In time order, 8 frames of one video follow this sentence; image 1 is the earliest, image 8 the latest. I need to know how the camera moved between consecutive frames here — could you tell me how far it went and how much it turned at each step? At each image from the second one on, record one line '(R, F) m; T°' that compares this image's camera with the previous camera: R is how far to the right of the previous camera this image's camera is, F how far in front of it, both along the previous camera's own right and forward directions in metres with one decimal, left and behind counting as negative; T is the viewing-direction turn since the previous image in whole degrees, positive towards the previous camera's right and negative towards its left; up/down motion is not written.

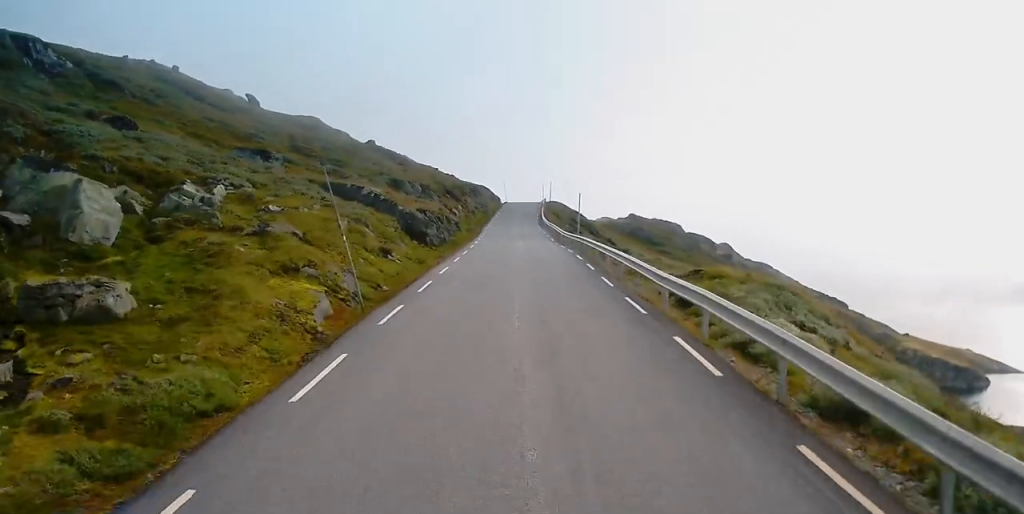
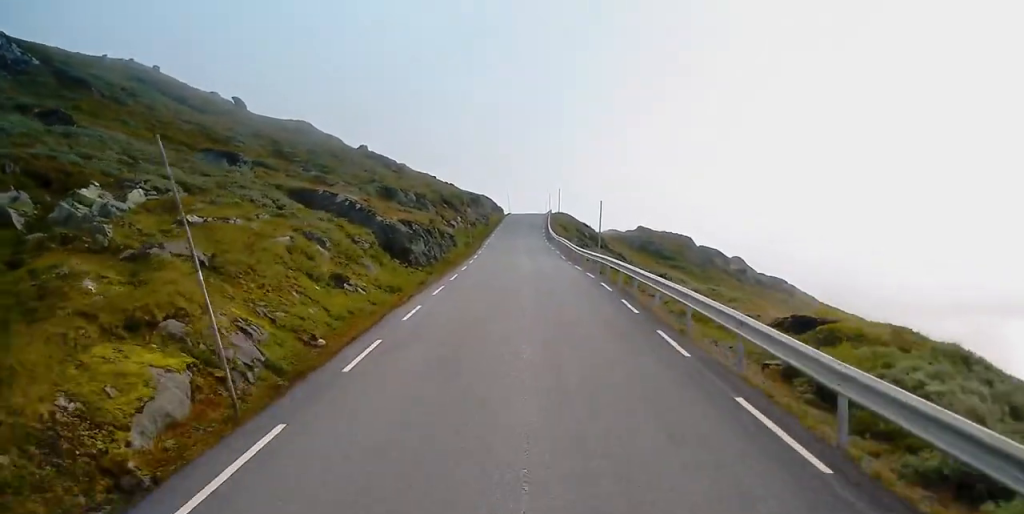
(-0.8, +9.5) m; 0°
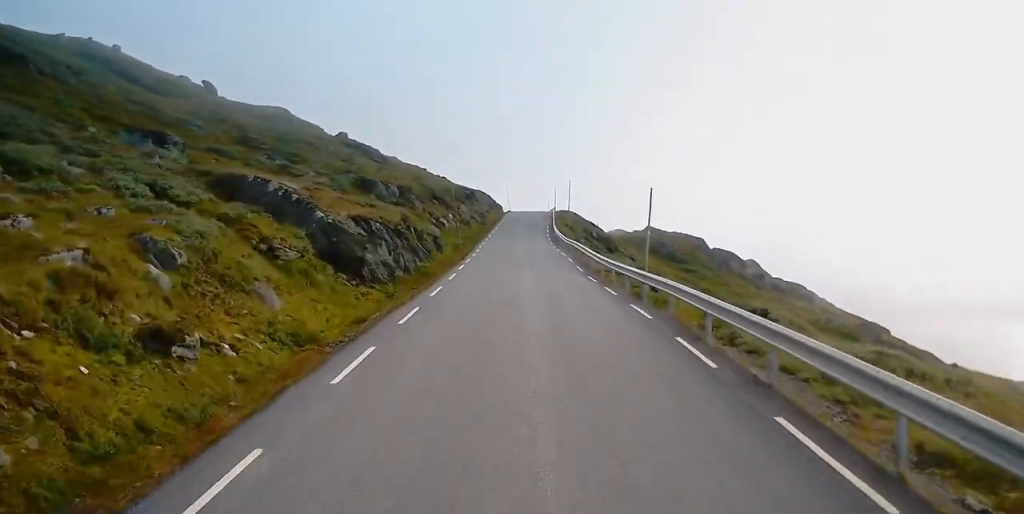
(+0.6, +12.8) m; +2°
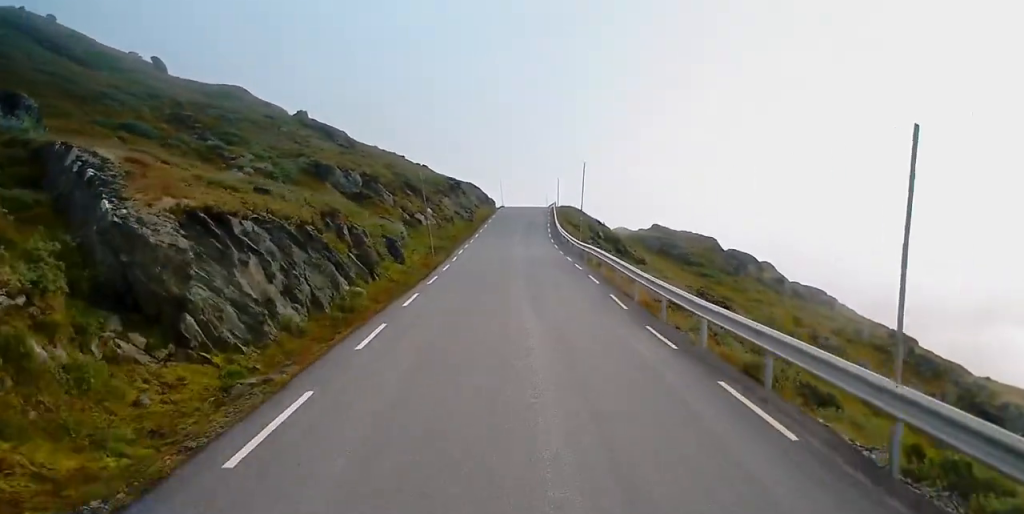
(-0.2, +15.7) m; -2°
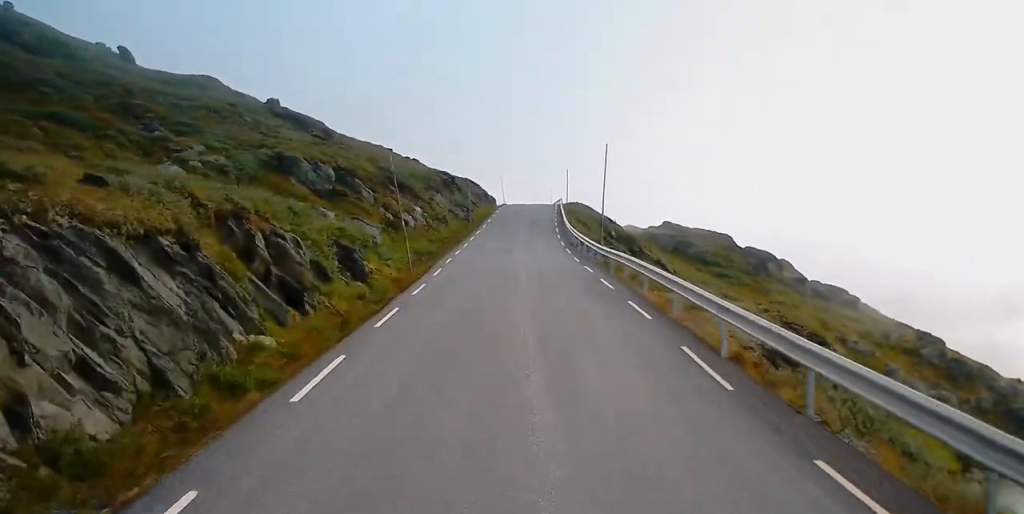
(0.0, +9.7) m; 0°
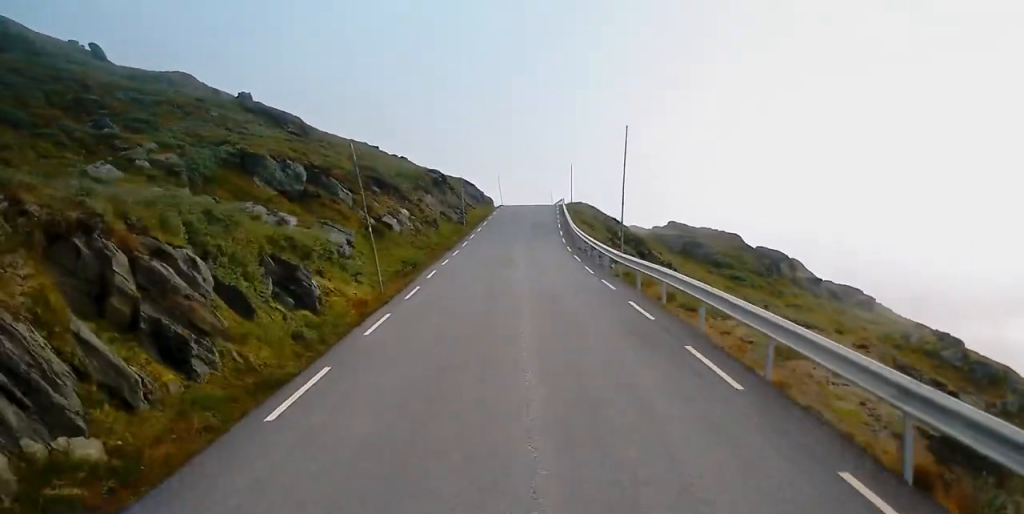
(0.0, +6.7) m; 0°
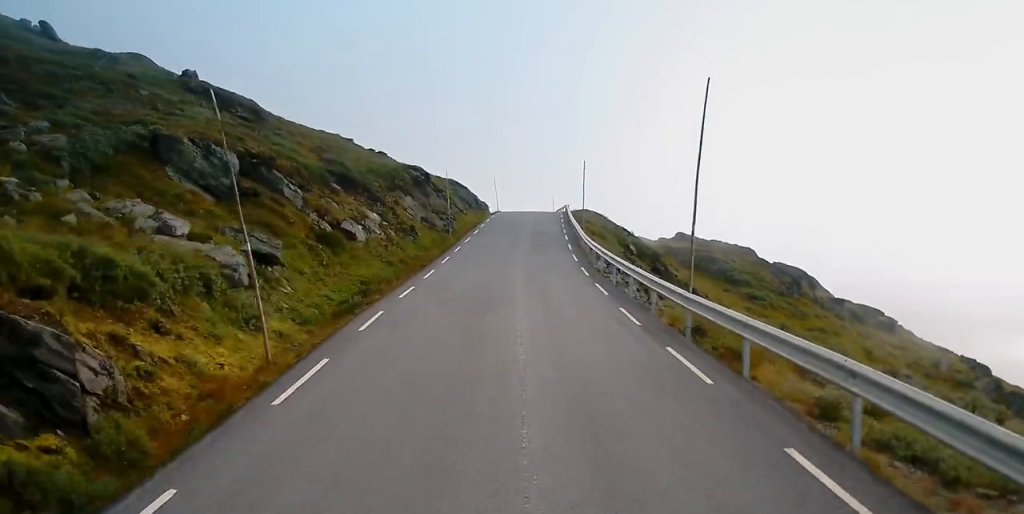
(-0.1, +11.1) m; +2°
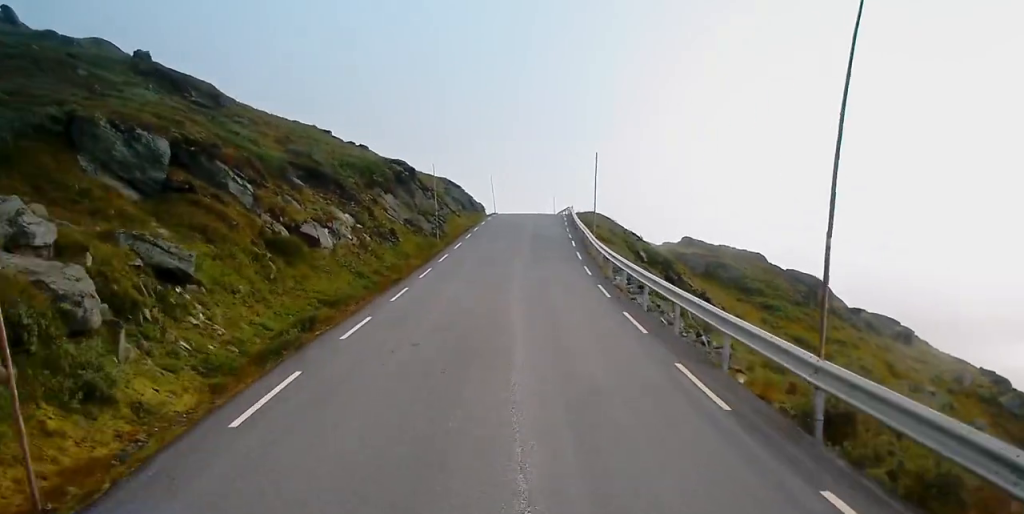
(+0.3, +7.0) m; 0°
